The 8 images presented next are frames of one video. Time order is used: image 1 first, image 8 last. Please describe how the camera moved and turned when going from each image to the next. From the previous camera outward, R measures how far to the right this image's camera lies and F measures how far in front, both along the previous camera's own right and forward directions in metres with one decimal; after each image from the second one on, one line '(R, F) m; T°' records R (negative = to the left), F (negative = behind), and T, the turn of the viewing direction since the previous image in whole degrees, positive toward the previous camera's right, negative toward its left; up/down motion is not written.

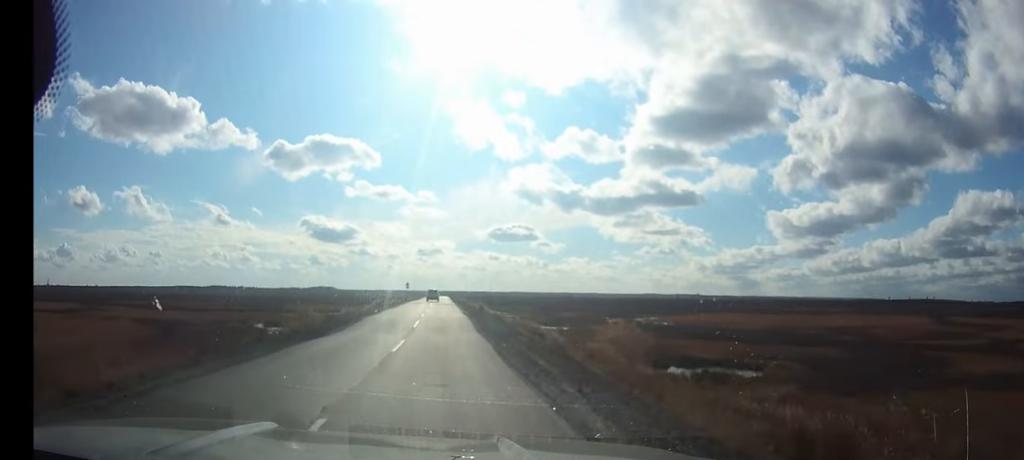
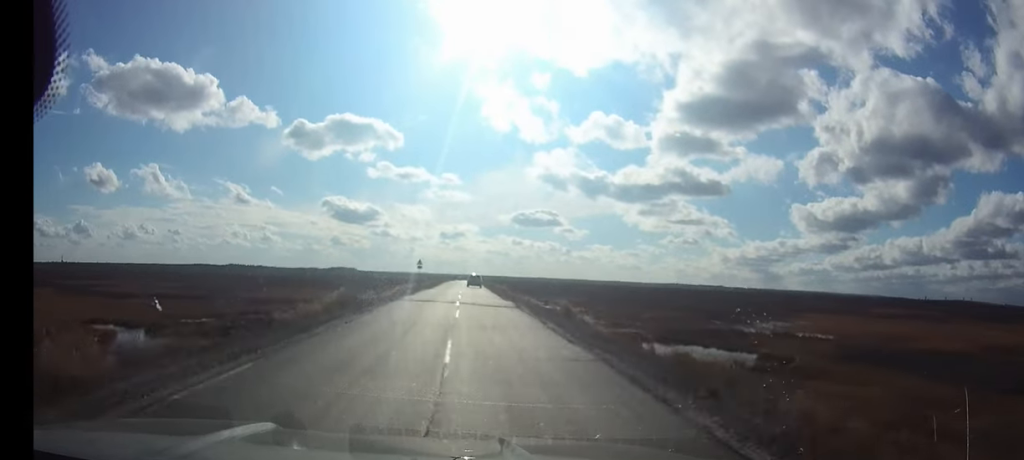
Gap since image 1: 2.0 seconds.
(-0.3, +33.7) m; 0°
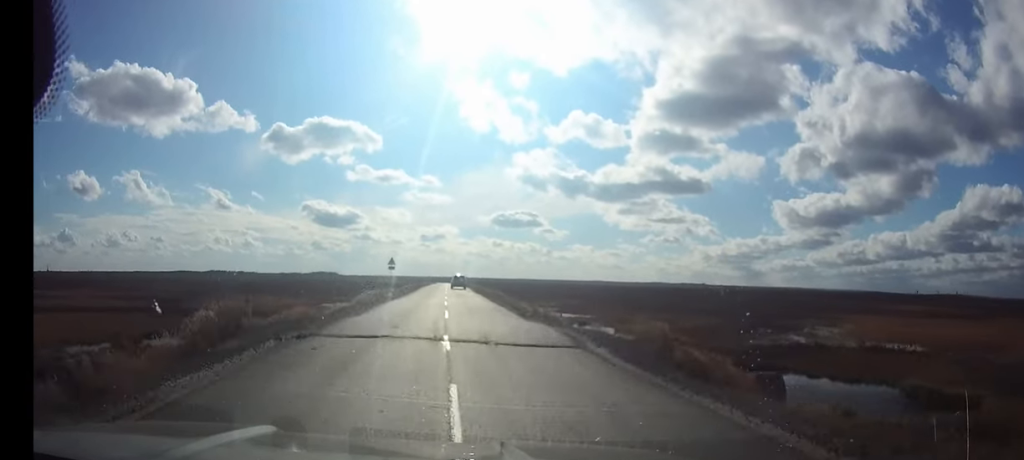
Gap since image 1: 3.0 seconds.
(+0.1, +14.3) m; +1°
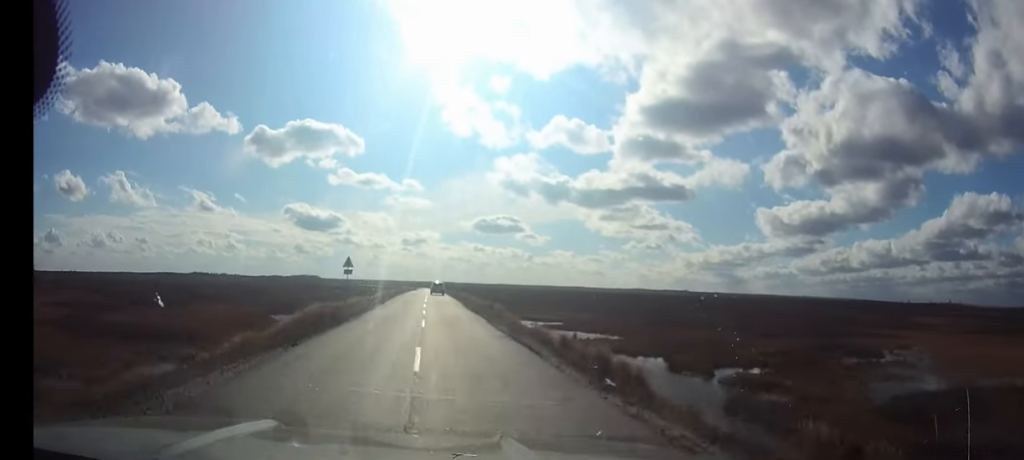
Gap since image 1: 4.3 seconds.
(+0.3, +17.7) m; +1°
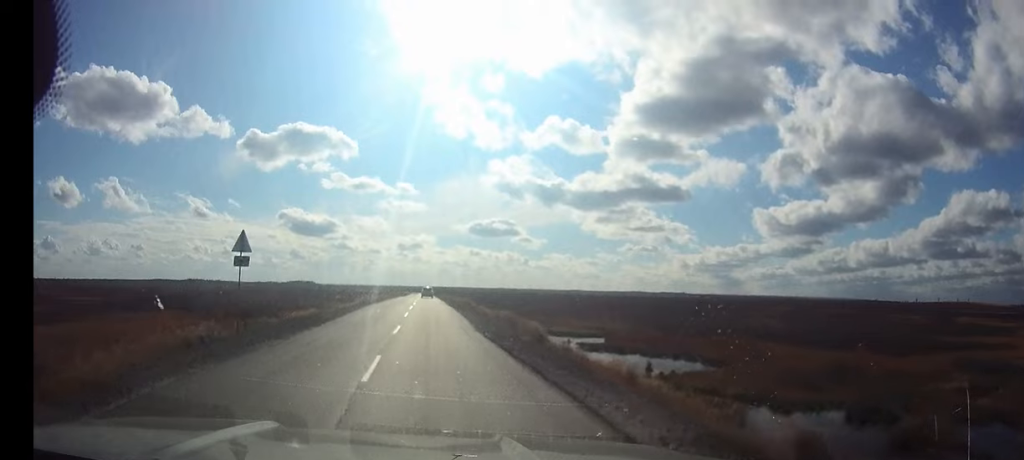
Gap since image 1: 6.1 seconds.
(0.0, +24.5) m; -1°
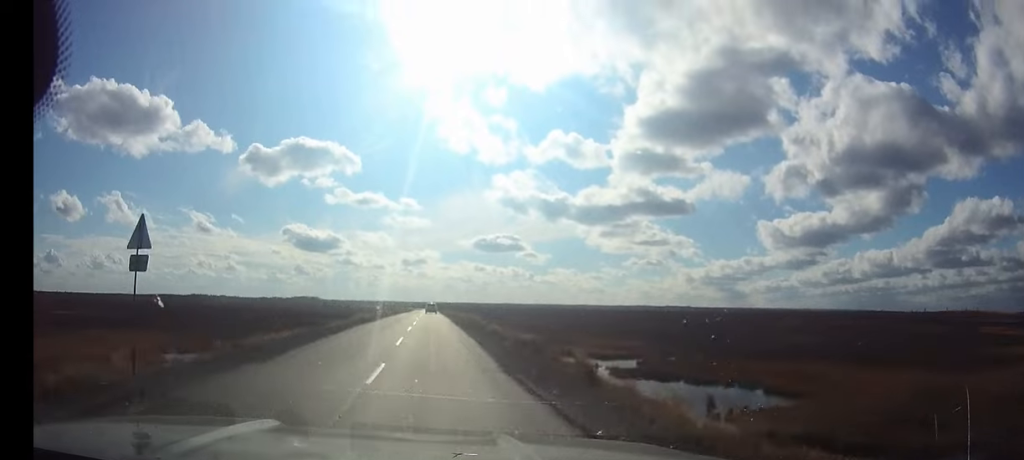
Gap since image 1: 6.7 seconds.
(0.0, +8.4) m; 0°
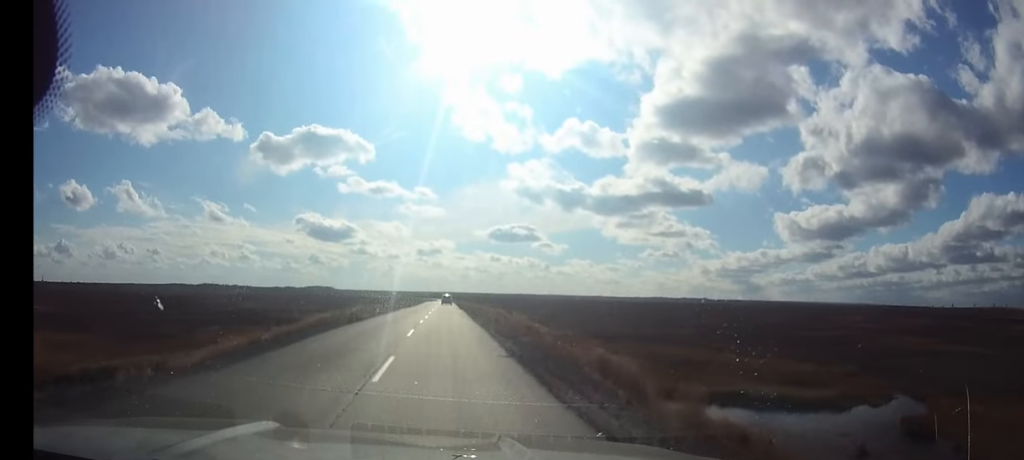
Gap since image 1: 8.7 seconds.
(-0.2, +34.0) m; 0°
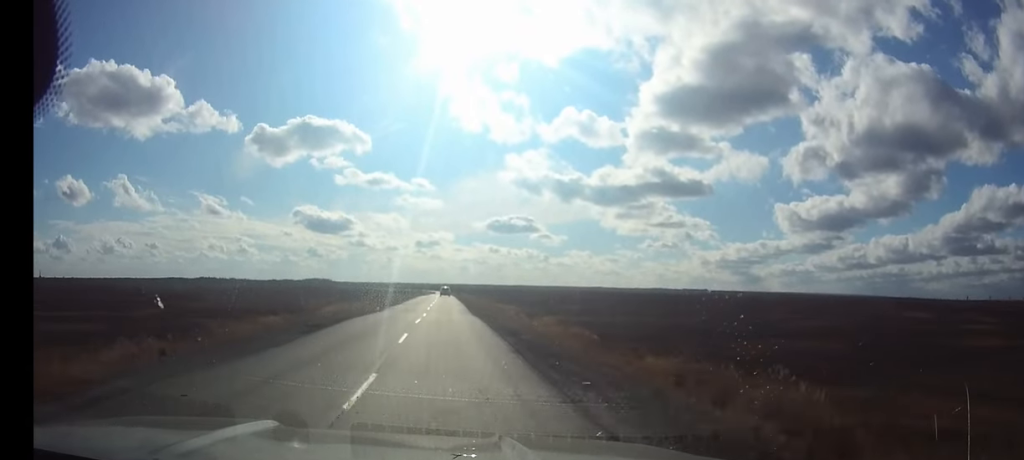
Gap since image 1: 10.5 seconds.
(0.0, +33.3) m; 0°
